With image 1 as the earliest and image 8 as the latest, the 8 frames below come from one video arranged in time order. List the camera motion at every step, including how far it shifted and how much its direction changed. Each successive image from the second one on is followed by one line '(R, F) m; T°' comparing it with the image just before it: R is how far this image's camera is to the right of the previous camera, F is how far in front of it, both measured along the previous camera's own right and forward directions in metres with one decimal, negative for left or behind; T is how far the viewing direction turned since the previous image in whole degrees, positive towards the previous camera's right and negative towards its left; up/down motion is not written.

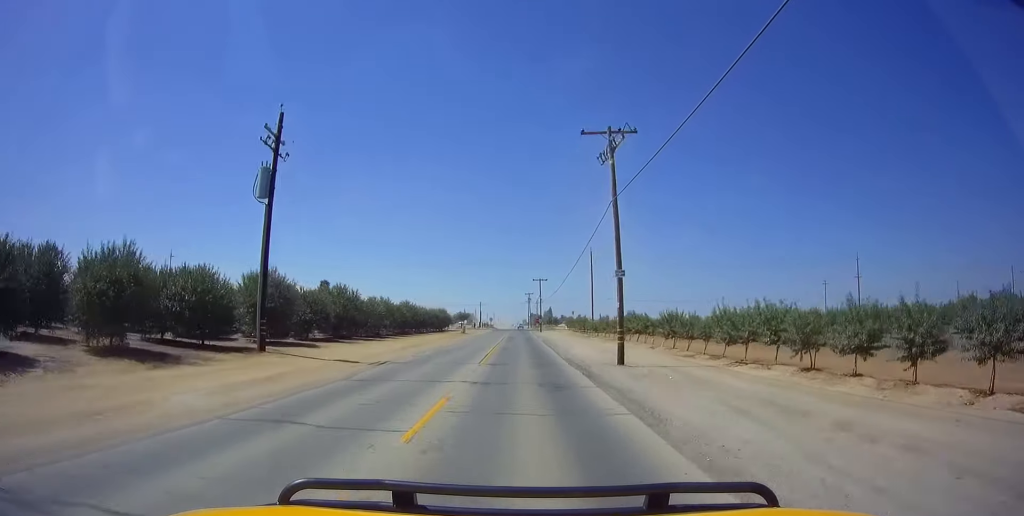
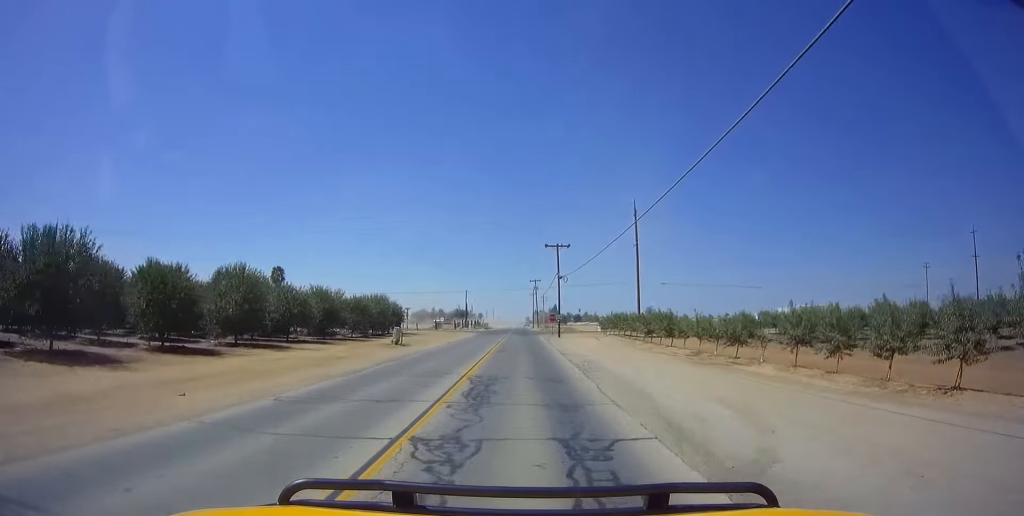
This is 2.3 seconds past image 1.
(-0.1, +38.3) m; 0°
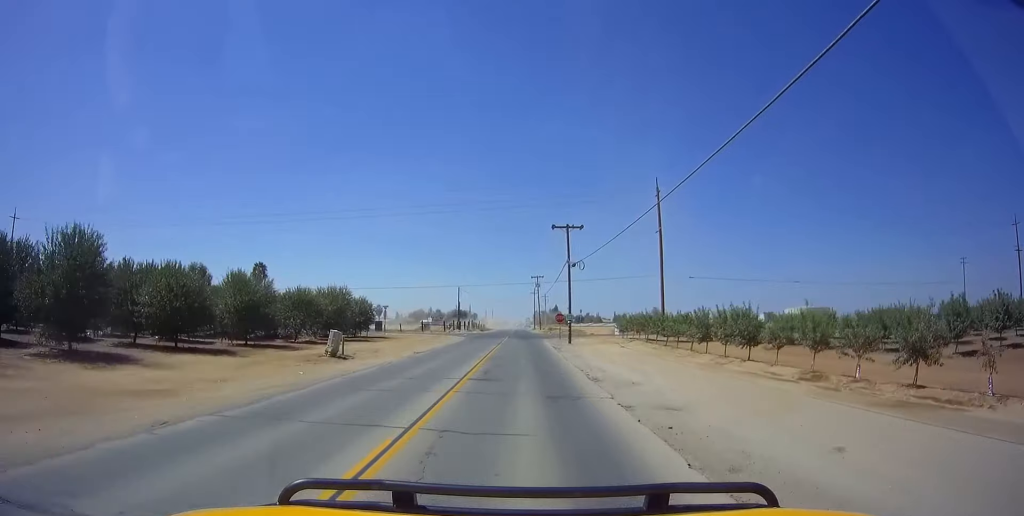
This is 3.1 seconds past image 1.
(0.0, +10.5) m; 0°
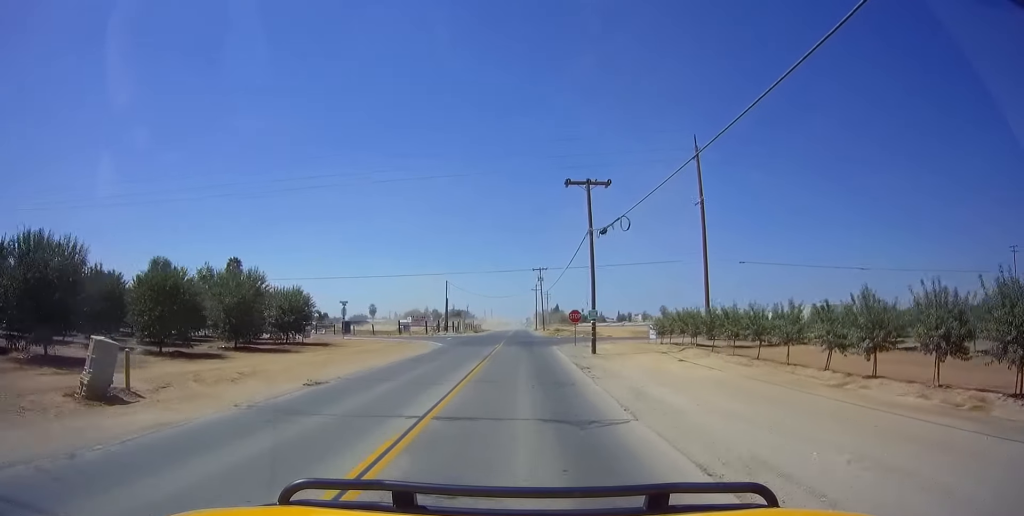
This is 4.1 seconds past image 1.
(0.0, +12.1) m; 0°
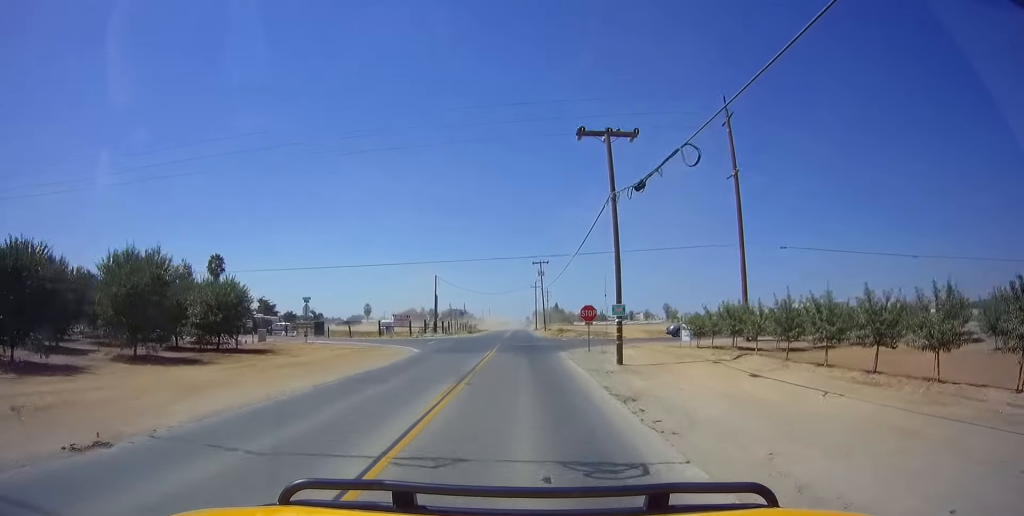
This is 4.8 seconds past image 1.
(0.0, +6.3) m; 0°
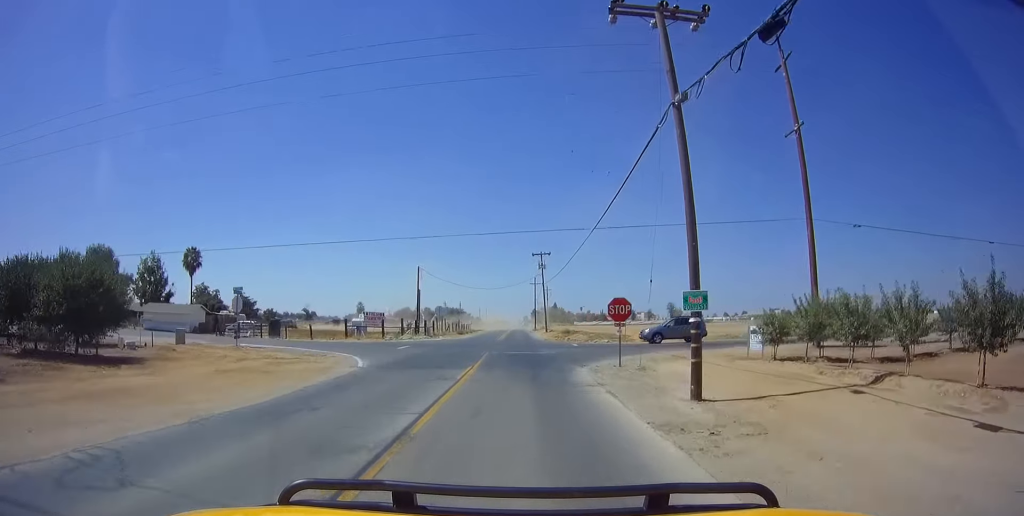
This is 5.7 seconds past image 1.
(0.0, +7.3) m; 0°
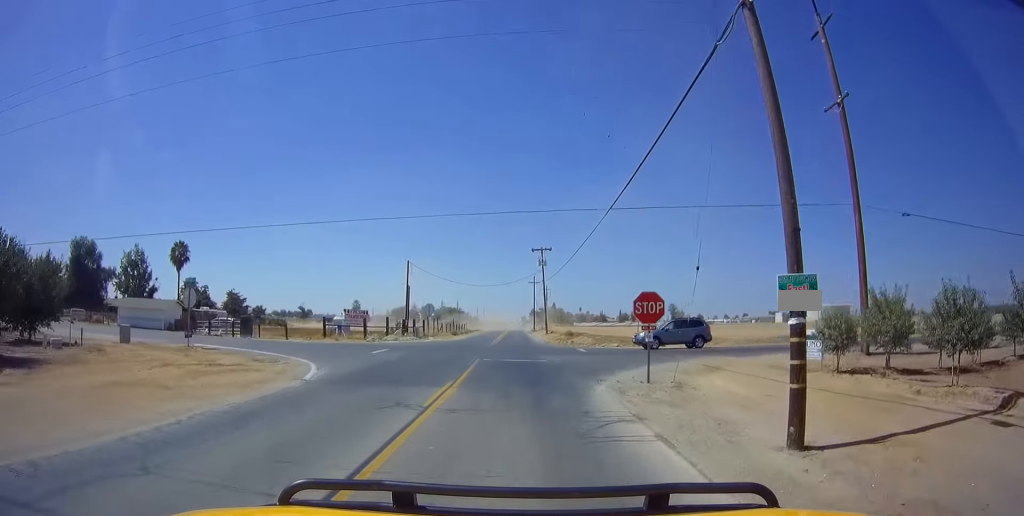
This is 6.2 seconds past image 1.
(0.0, +3.5) m; 0°
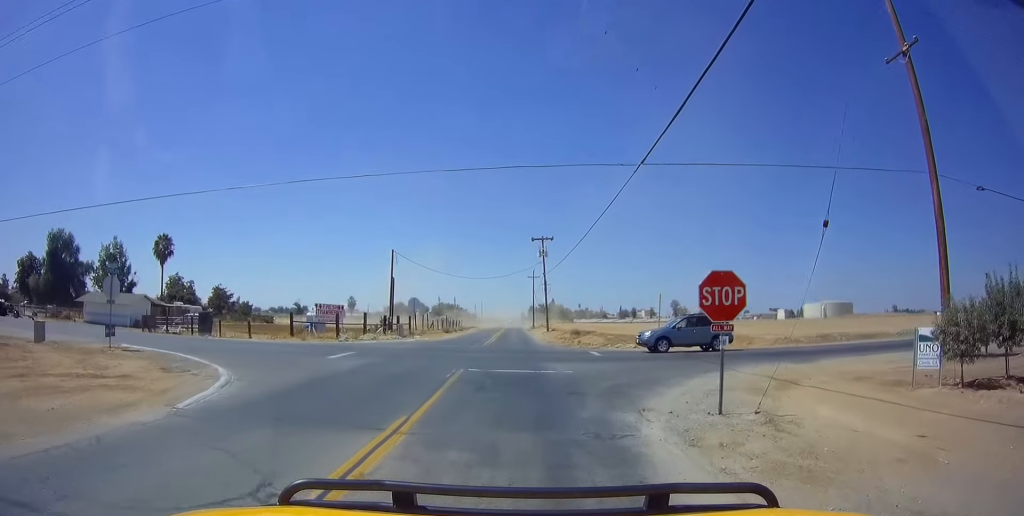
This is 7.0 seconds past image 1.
(0.0, +3.9) m; +2°
